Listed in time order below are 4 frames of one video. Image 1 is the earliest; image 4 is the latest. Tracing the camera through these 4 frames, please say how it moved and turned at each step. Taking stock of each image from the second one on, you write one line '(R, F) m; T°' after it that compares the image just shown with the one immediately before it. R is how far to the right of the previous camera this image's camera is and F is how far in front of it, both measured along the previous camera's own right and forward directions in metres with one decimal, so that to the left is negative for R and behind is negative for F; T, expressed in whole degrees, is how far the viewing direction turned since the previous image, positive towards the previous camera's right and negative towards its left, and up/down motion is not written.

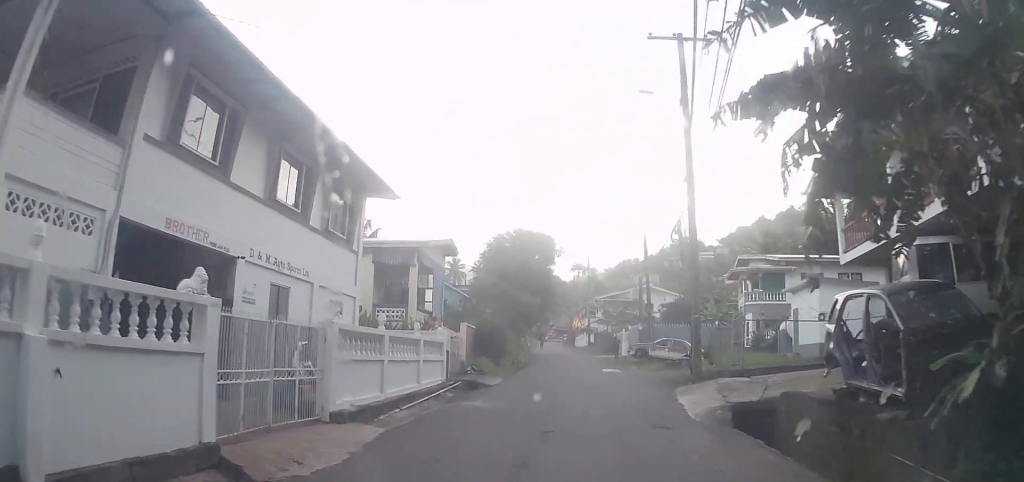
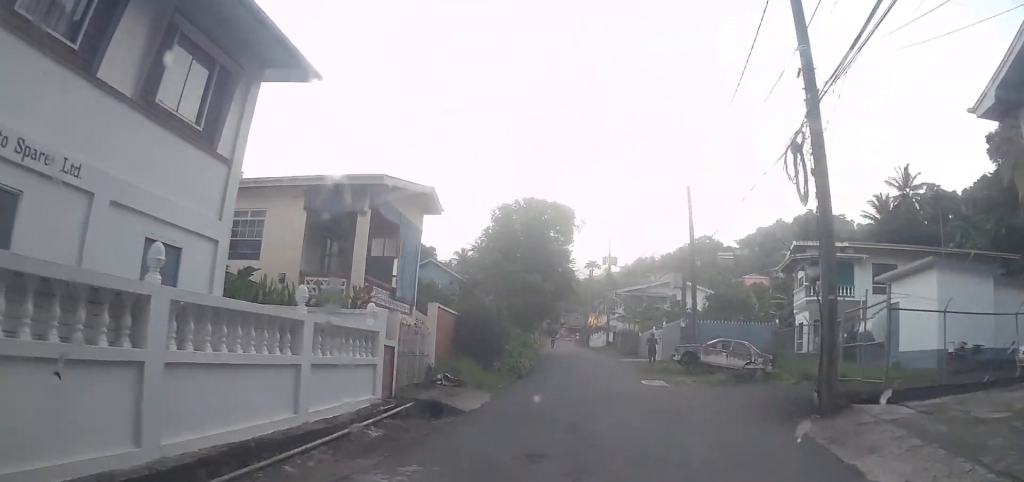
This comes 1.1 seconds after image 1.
(+0.1, +8.6) m; -1°
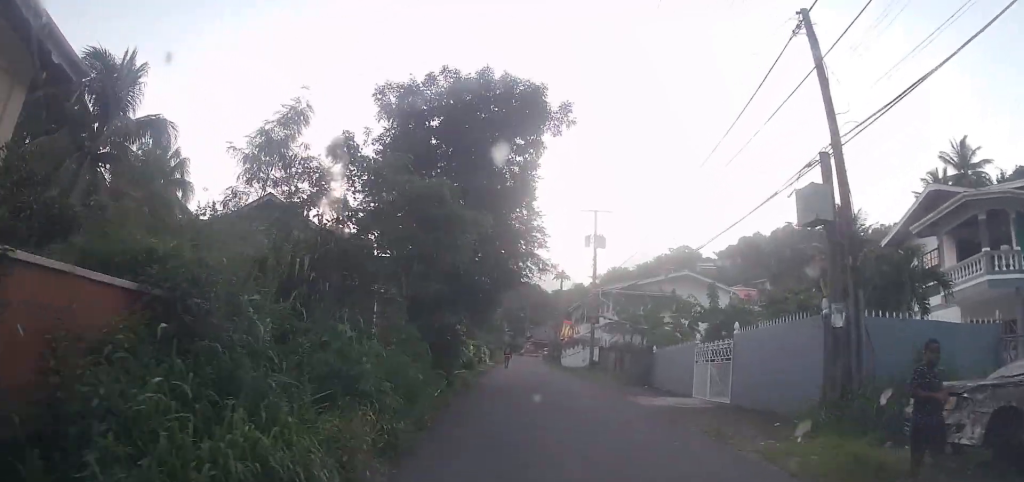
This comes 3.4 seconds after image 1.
(0.0, +19.0) m; -1°
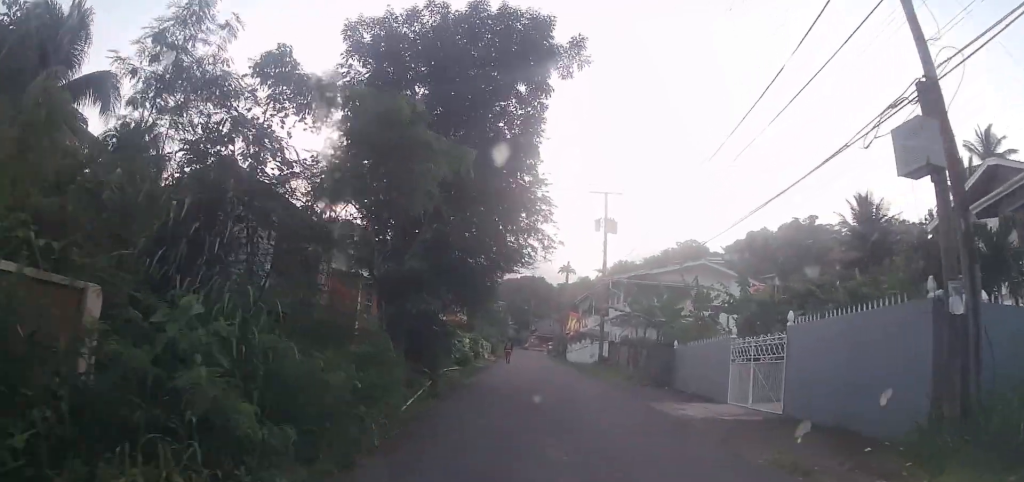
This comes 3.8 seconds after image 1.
(-0.2, +3.6) m; 0°
